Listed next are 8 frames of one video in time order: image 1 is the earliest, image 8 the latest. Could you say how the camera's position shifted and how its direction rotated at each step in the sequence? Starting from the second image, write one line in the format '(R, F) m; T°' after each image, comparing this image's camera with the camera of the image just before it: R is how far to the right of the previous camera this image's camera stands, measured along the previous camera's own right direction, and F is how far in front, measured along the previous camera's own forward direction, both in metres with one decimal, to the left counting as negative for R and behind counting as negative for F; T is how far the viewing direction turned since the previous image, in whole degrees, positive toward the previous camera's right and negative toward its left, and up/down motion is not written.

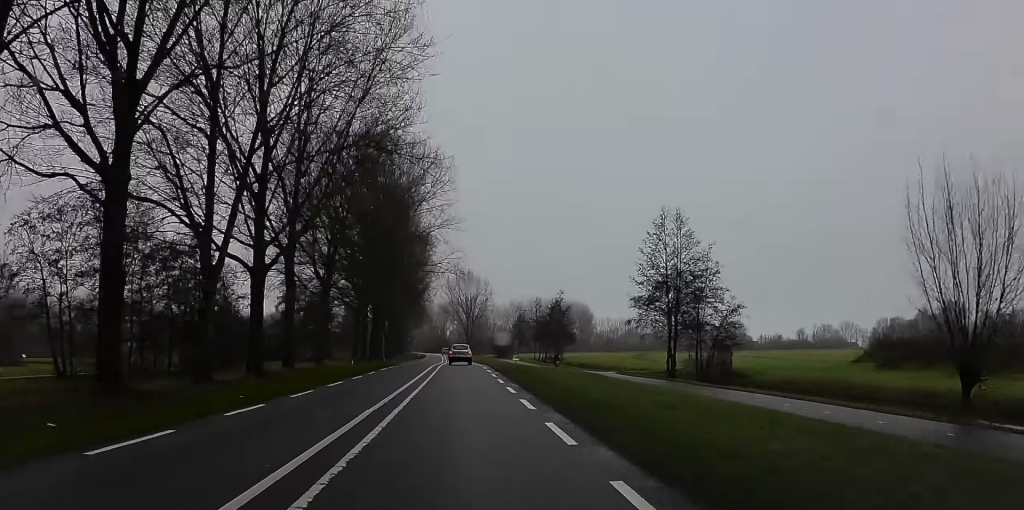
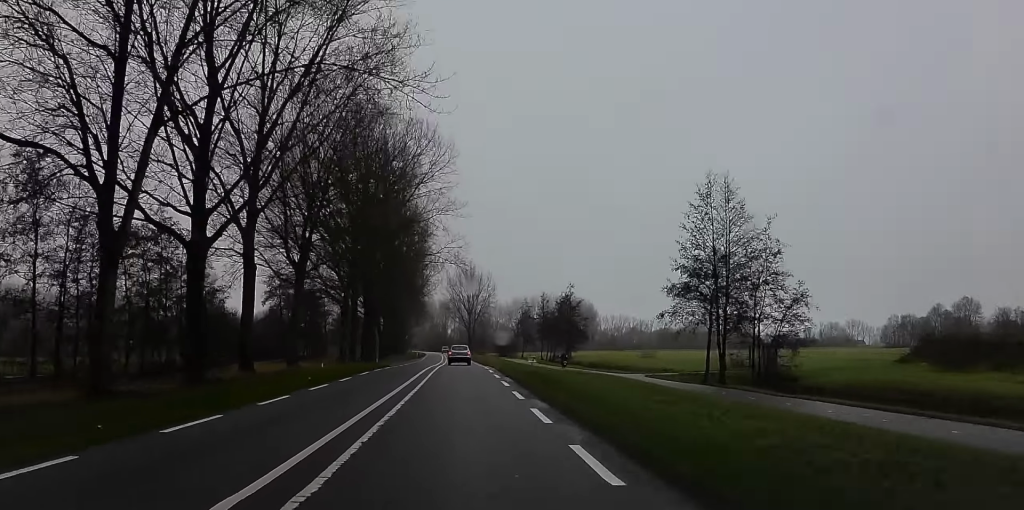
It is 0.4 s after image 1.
(-0.2, +9.2) m; -1°
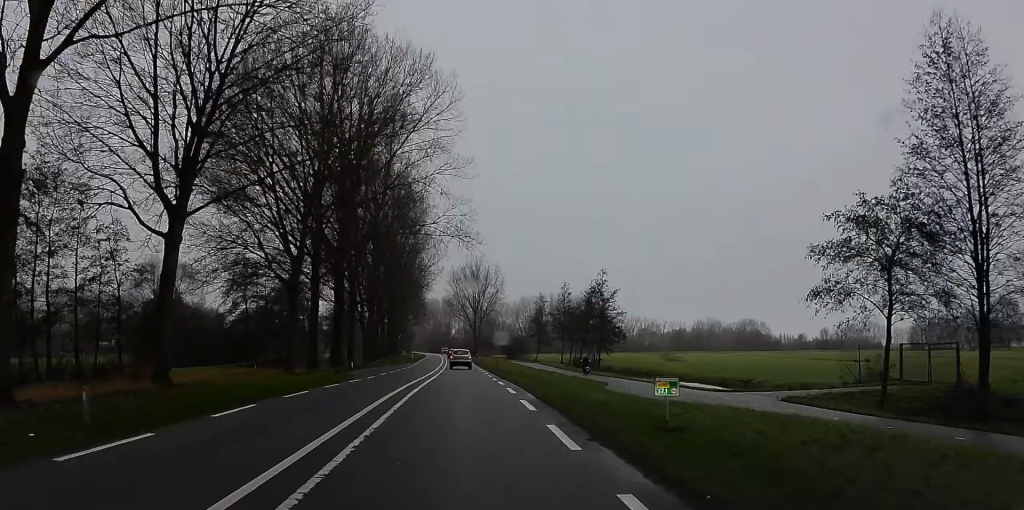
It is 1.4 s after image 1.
(-0.2, +21.0) m; +2°
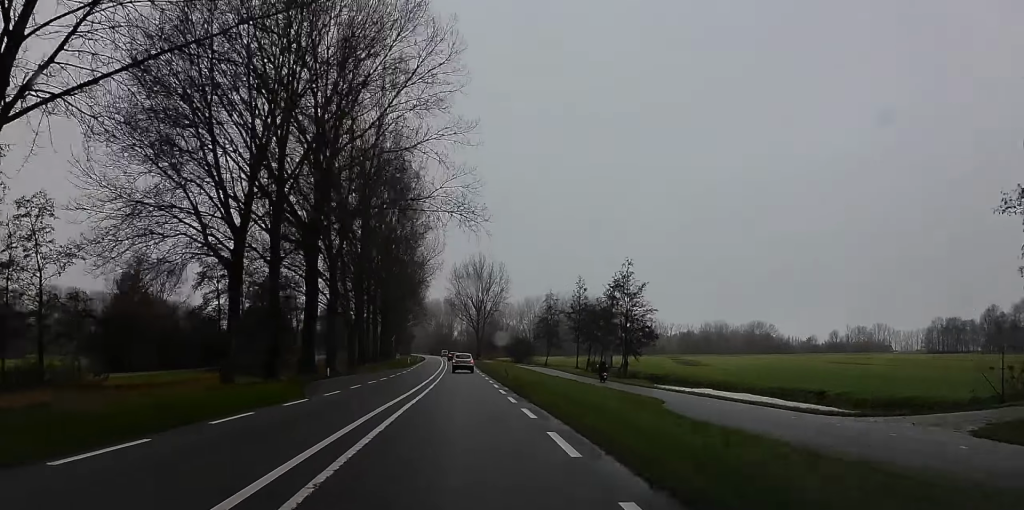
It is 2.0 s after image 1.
(0.0, +11.8) m; +3°
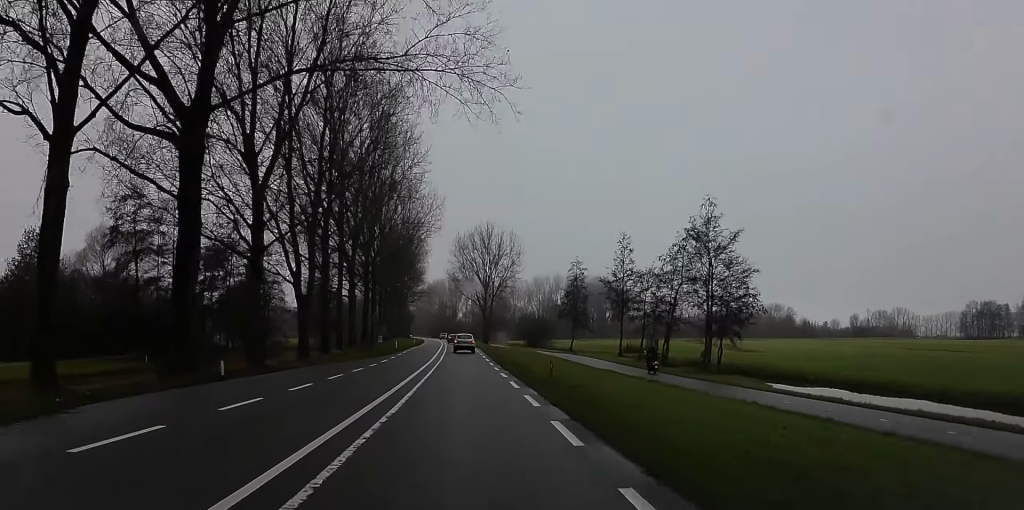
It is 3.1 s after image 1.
(+1.6, +23.8) m; +3°
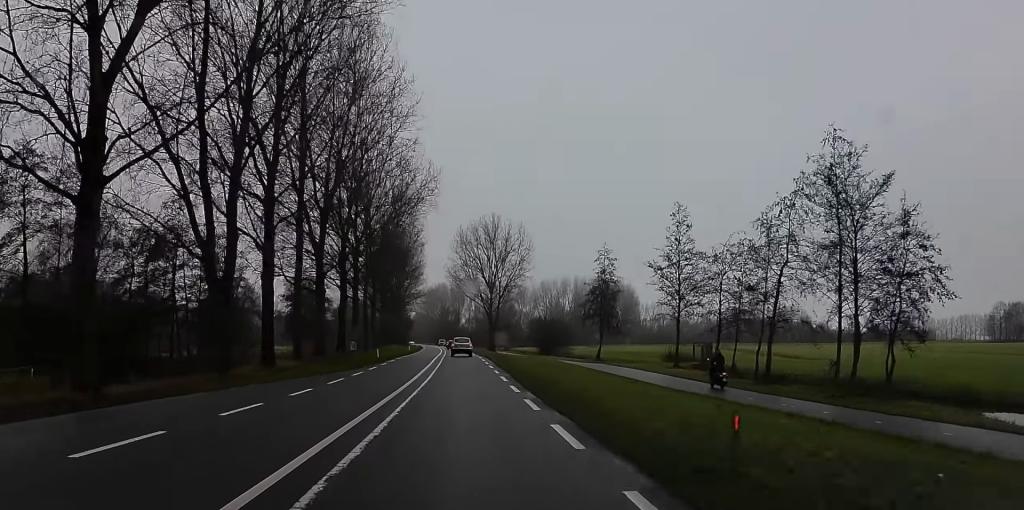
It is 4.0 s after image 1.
(0.0, +18.0) m; -4°
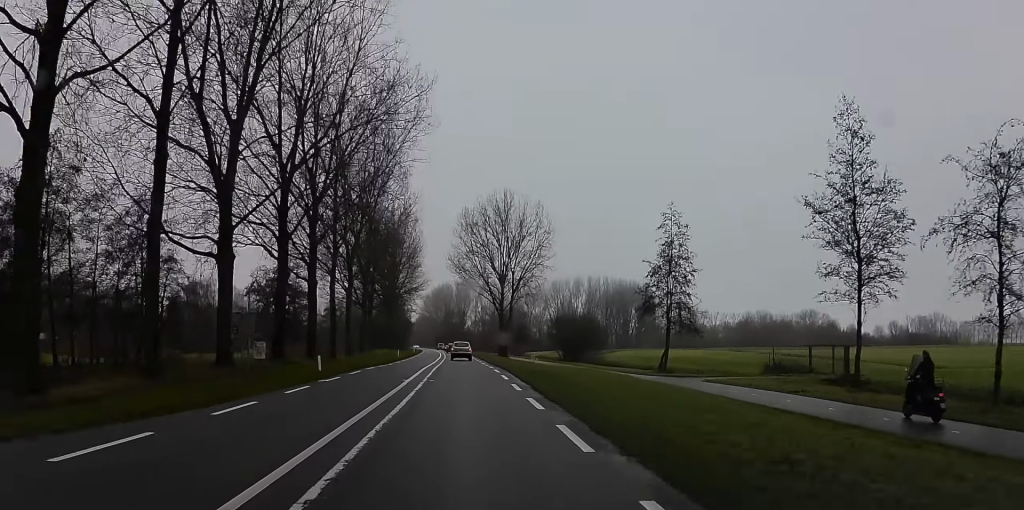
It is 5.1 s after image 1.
(-1.3, +24.5) m; -1°
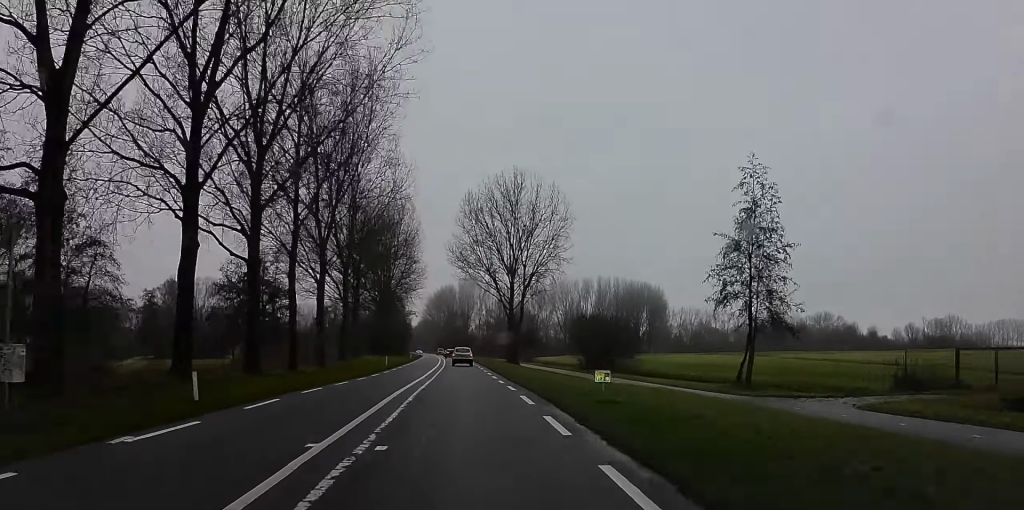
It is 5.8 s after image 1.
(+0.8, +15.9) m; 0°
